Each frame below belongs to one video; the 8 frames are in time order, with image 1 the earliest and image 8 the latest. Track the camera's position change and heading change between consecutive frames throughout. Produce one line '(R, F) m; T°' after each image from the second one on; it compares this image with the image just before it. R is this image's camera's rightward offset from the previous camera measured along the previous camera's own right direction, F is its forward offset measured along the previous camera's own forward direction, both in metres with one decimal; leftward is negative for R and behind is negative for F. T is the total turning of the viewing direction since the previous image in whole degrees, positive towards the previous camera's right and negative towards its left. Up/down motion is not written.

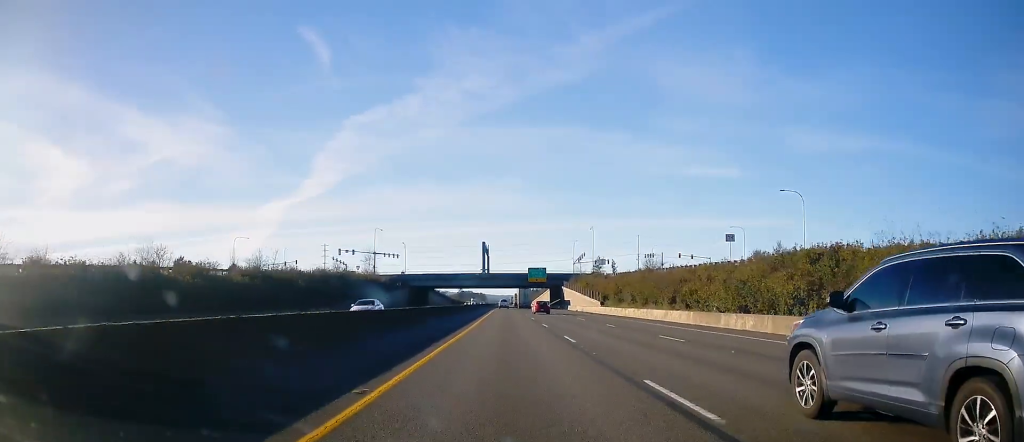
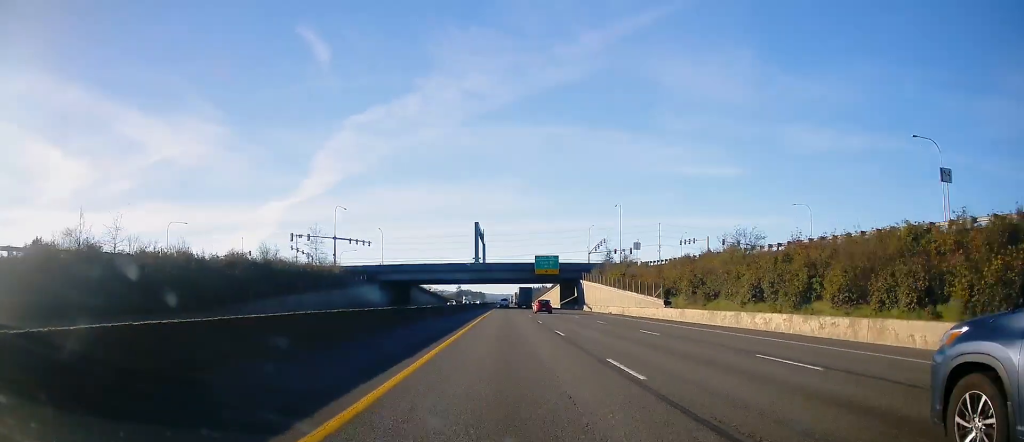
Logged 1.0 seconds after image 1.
(0.0, +33.4) m; 0°
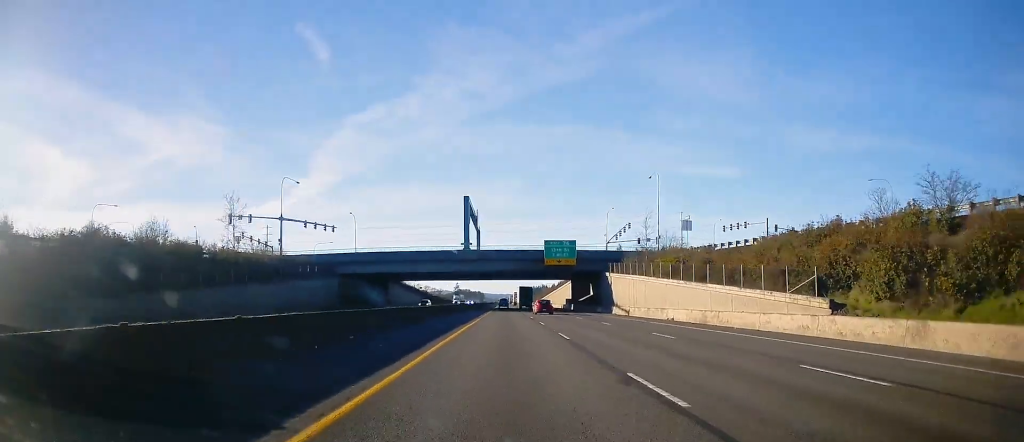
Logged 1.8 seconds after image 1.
(0.0, +26.7) m; 0°
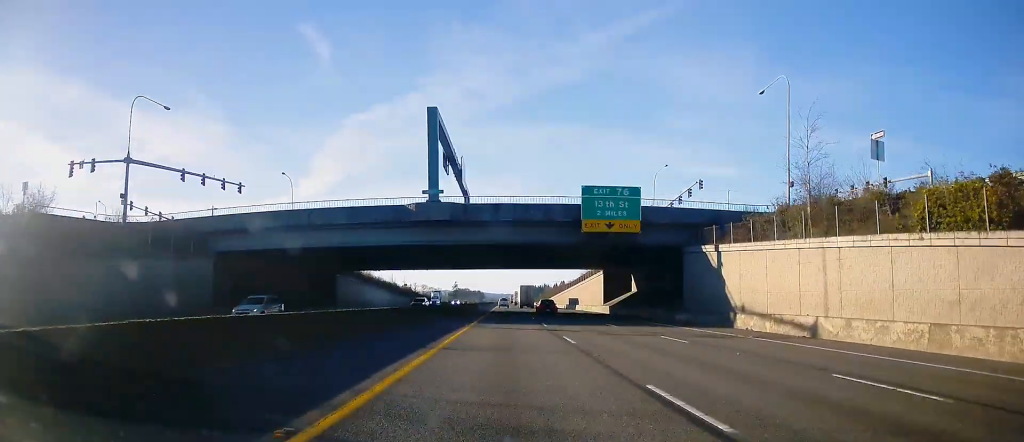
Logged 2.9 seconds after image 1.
(-0.2, +37.8) m; 0°
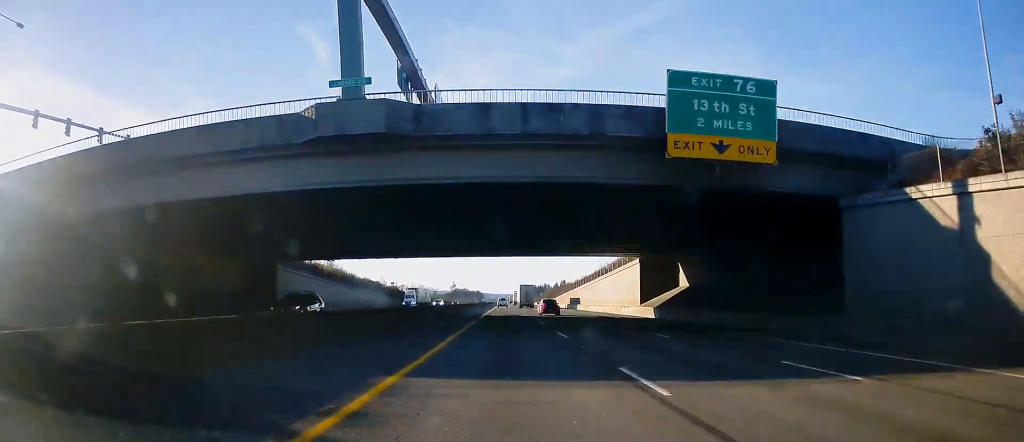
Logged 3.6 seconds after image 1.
(0.0, +22.3) m; +1°
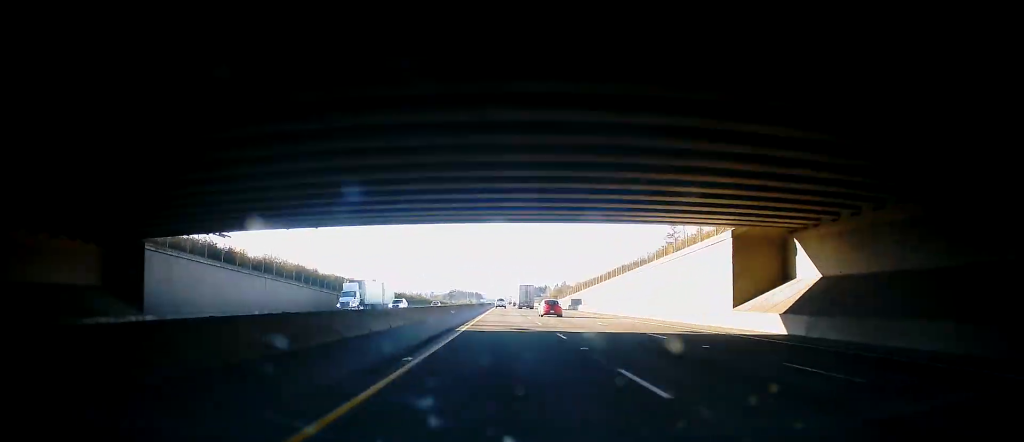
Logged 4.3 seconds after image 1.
(+0.4, +24.5) m; 0°
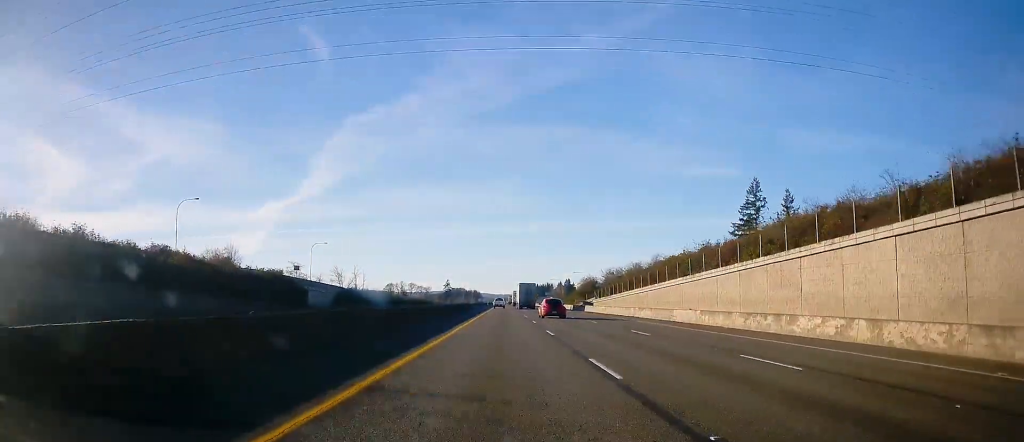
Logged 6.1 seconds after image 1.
(-0.4, +59.0) m; 0°
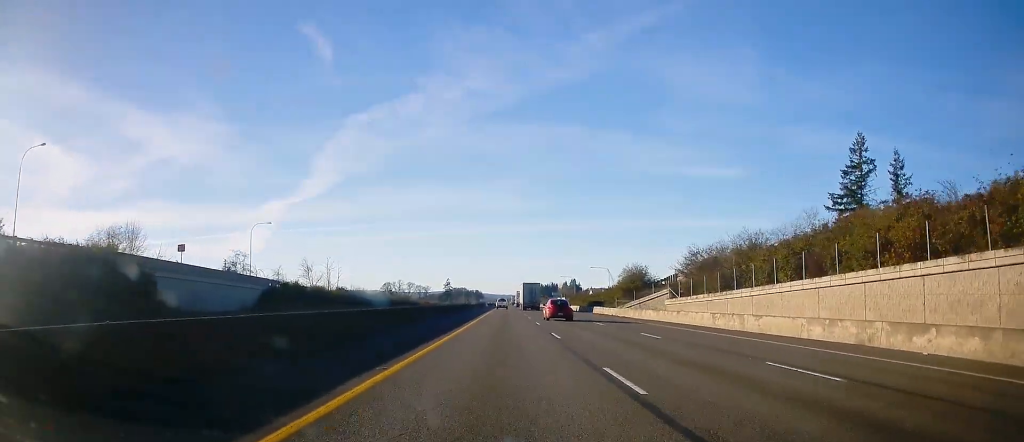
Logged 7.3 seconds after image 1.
(0.0, +39.0) m; 0°
